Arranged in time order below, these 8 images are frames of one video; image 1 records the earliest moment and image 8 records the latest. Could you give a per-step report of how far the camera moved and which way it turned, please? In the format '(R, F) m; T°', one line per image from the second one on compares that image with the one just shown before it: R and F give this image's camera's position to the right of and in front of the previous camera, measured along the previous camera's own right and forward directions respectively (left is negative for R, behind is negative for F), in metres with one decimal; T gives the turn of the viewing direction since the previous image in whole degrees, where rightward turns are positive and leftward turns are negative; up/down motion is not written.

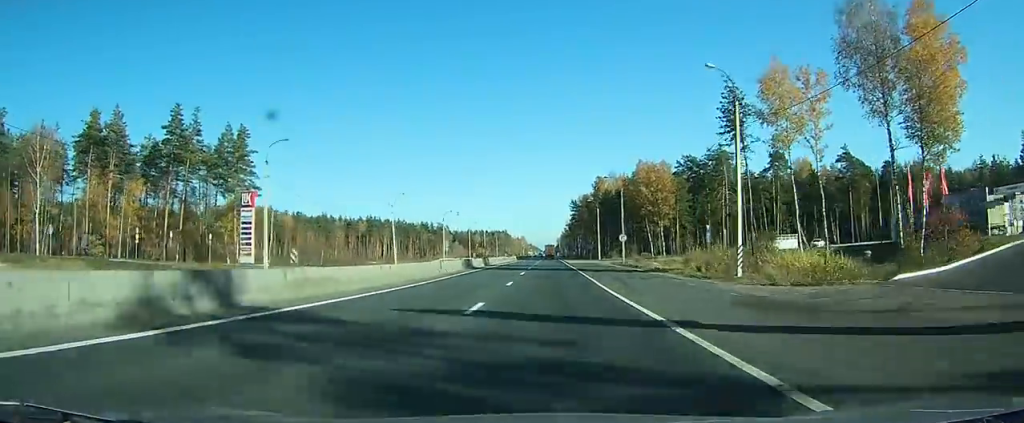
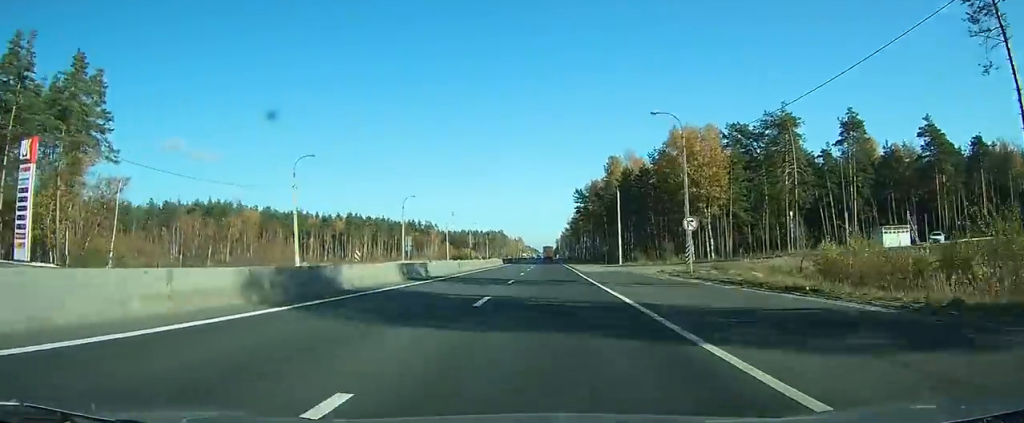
(-0.1, +36.0) m; 0°
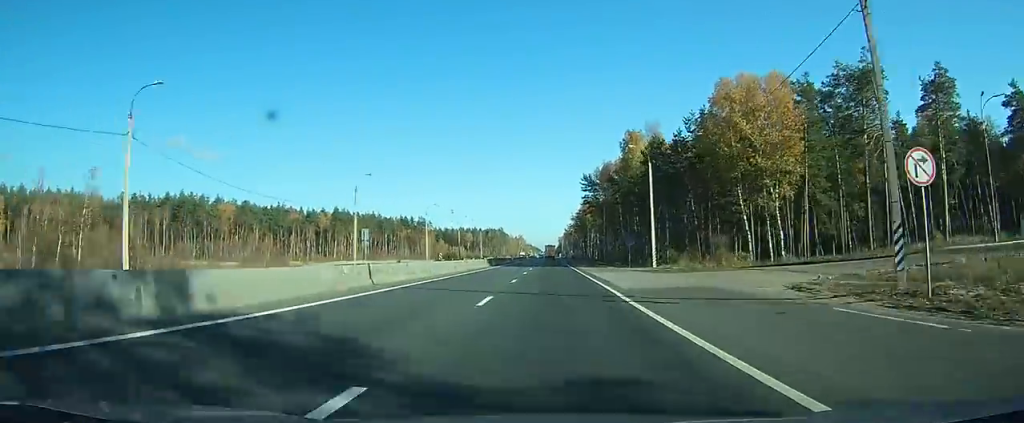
(0.0, +25.3) m; 0°
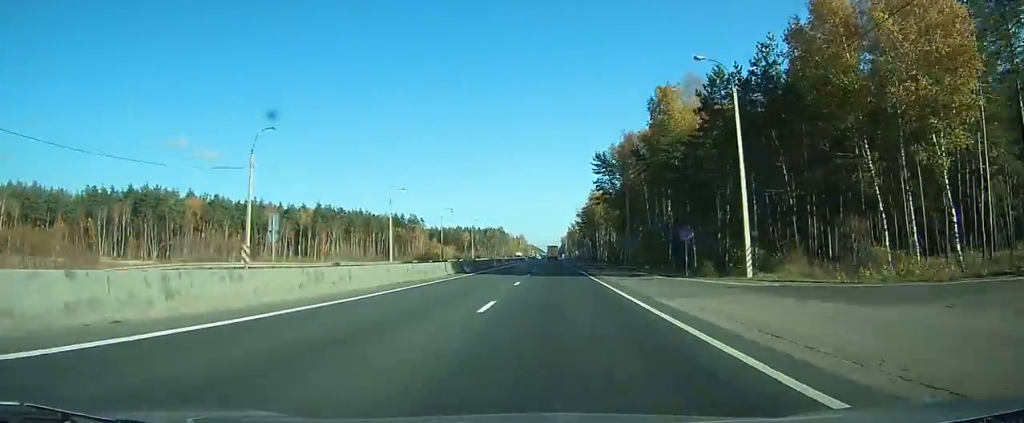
(-0.1, +26.9) m; 0°
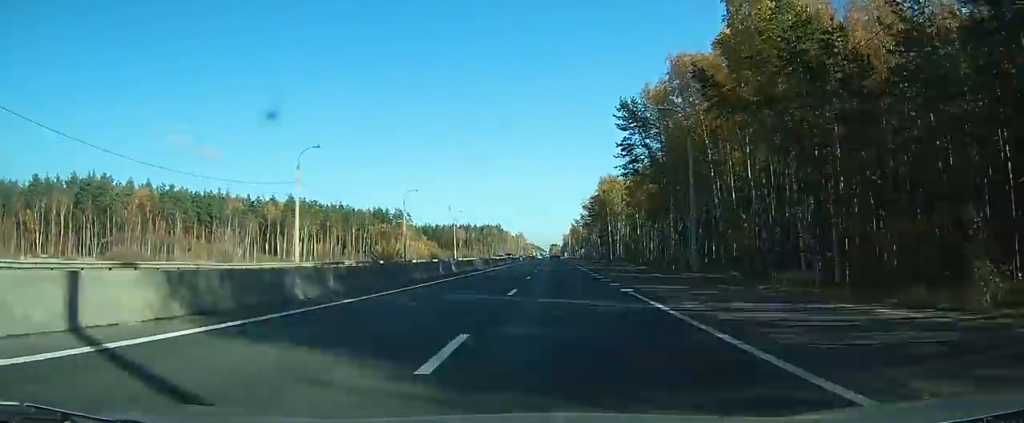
(+0.1, +31.3) m; 0°
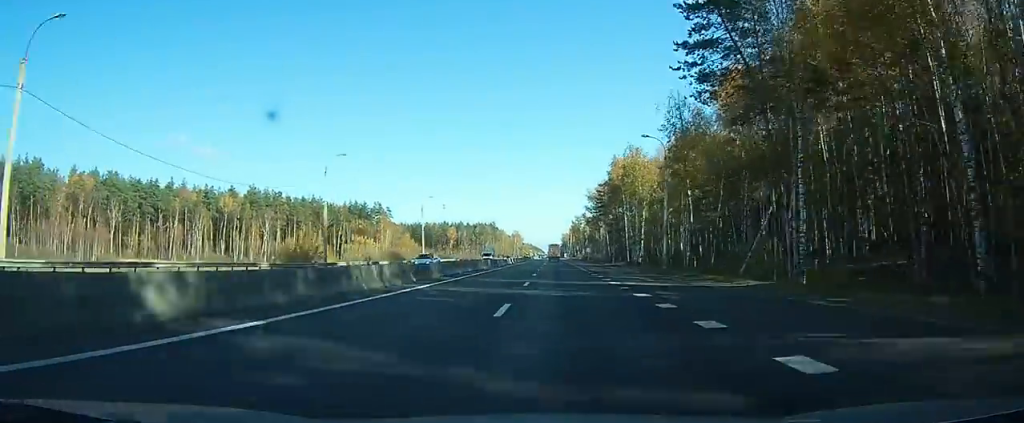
(+0.1, +29.7) m; 0°
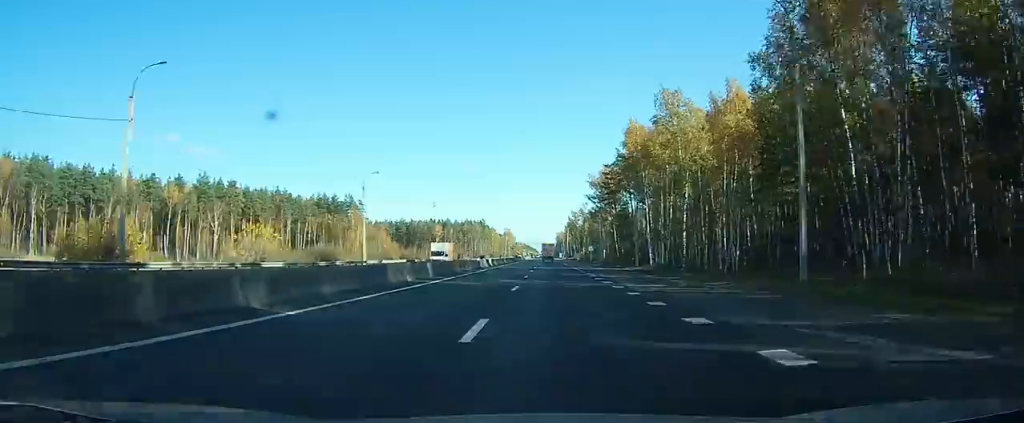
(+0.1, +26.4) m; 0°
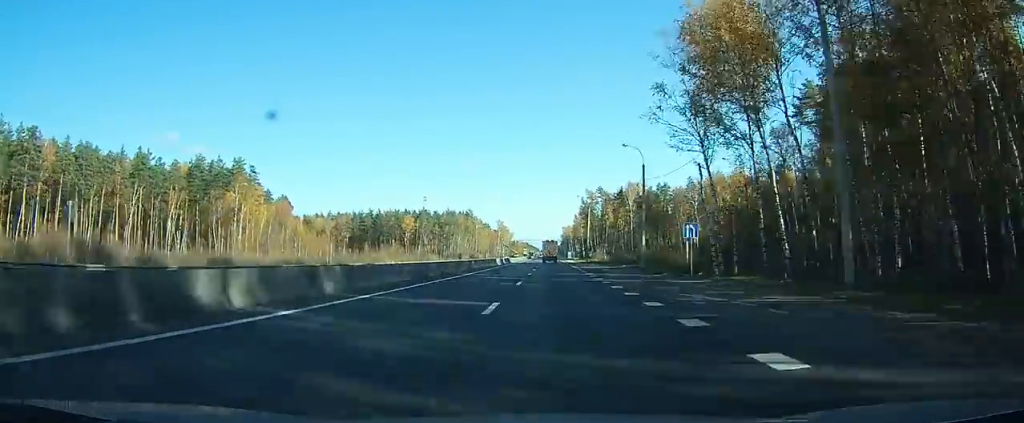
(-0.2, +79.0) m; -1°
